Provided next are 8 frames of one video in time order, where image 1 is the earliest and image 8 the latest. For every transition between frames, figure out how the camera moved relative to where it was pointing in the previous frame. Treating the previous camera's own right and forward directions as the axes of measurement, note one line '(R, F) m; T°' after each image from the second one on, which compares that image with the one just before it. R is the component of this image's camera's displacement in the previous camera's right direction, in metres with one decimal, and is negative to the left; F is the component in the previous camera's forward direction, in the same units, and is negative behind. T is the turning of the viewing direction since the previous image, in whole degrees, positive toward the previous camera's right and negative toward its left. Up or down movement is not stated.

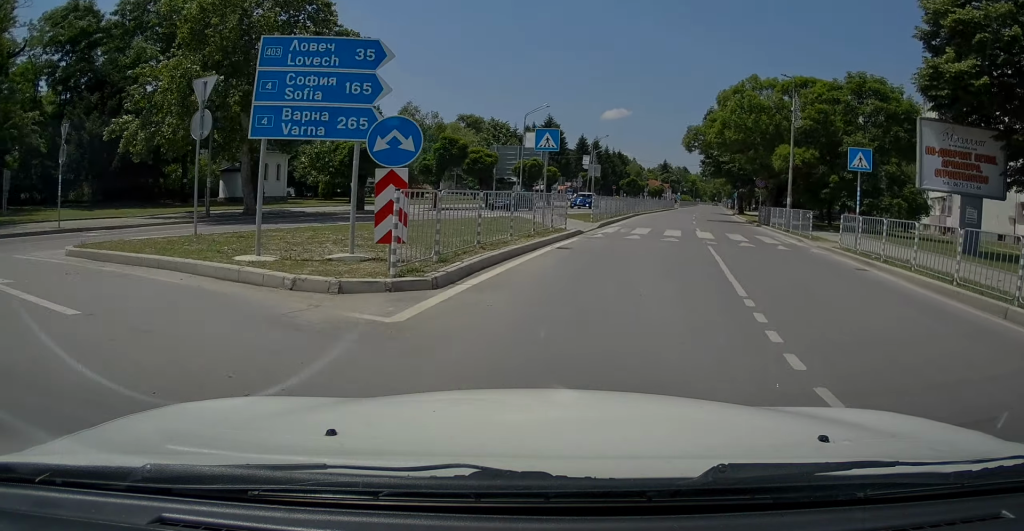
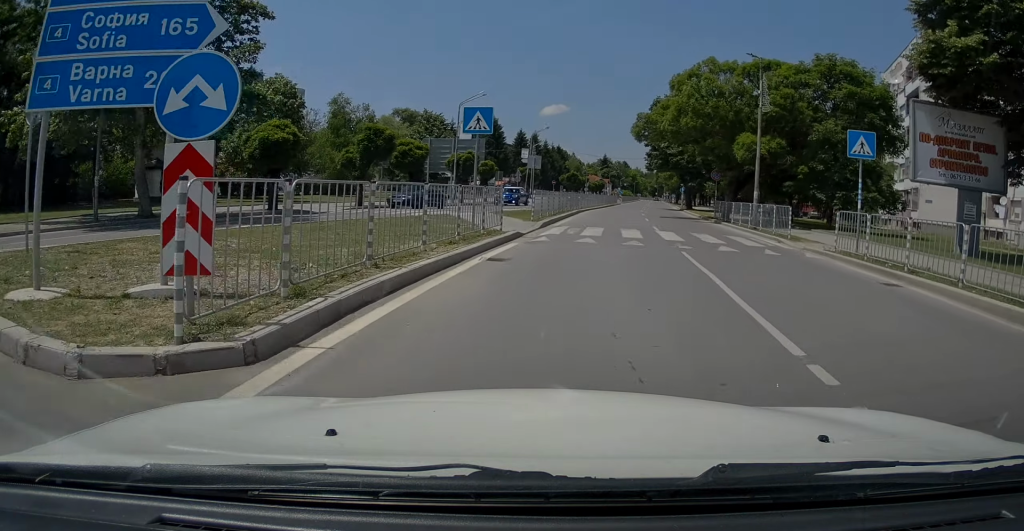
(+0.2, +3.5) m; +4°
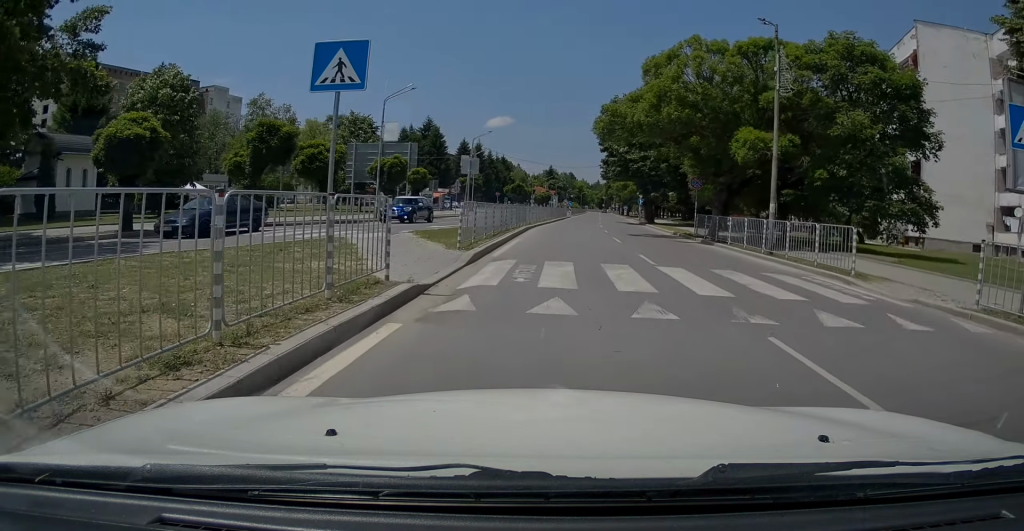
(+0.6, +7.4) m; +7°
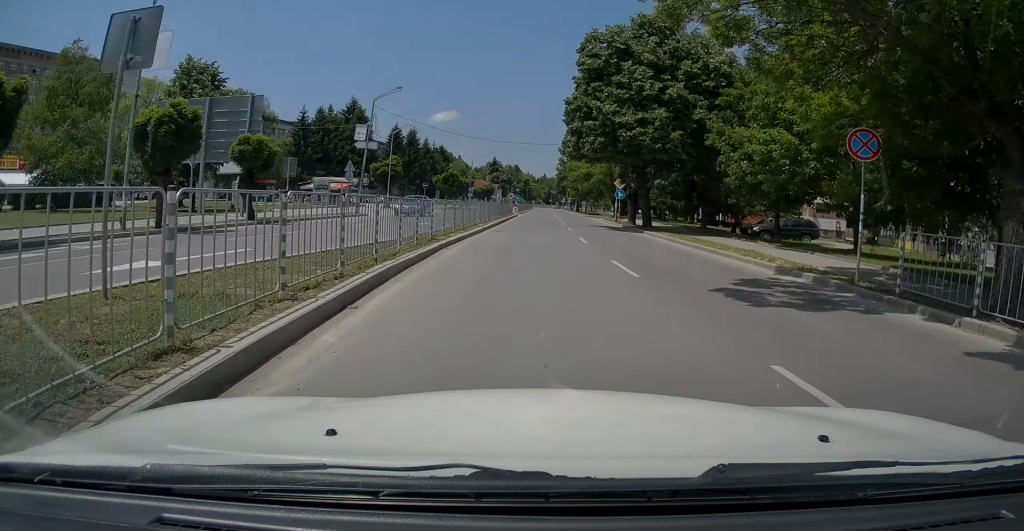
(+1.7, +20.4) m; +7°
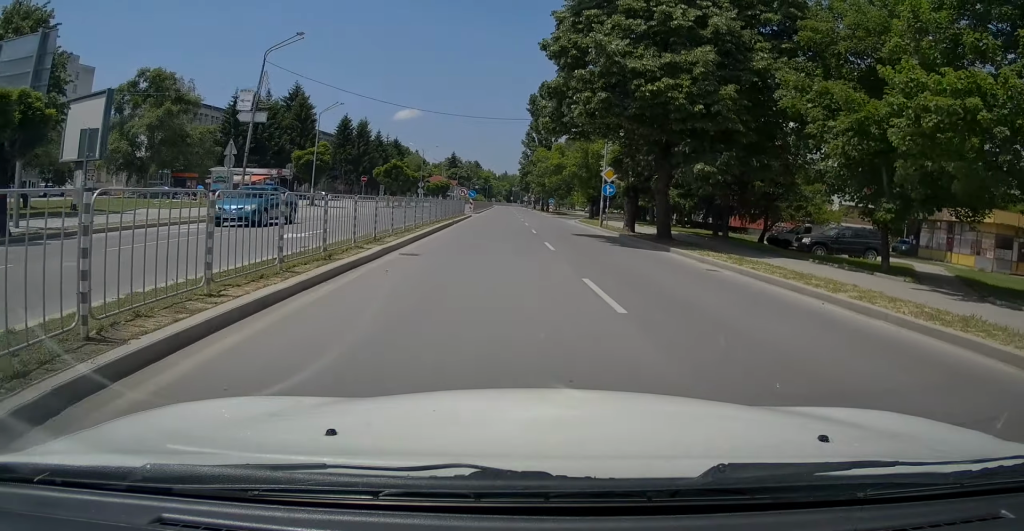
(-0.3, +12.3) m; +1°
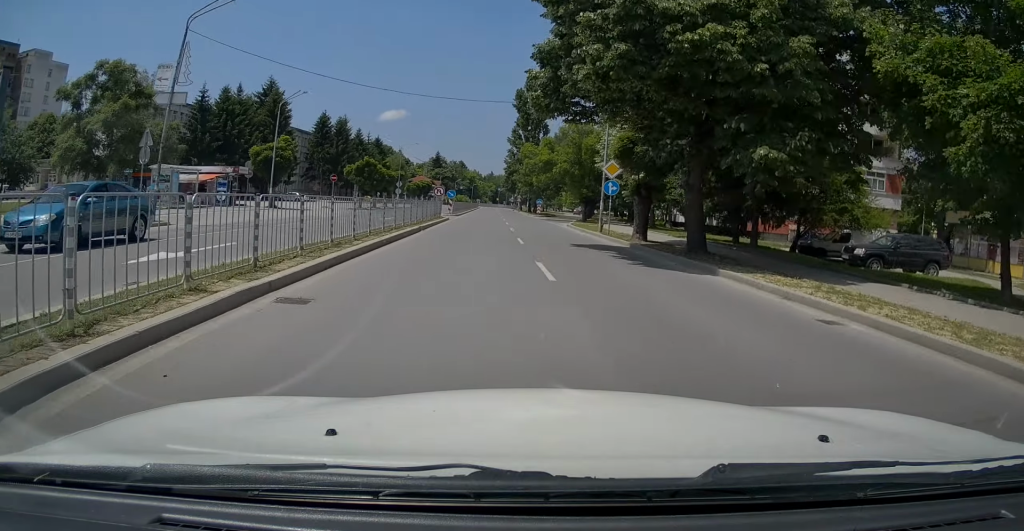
(+0.1, +5.8) m; +3°
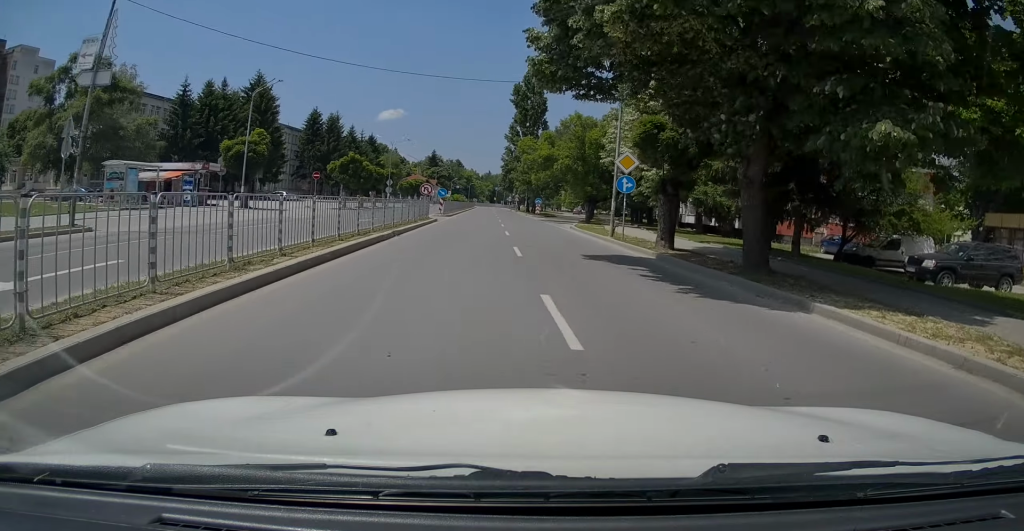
(+0.1, +4.4) m; +1°
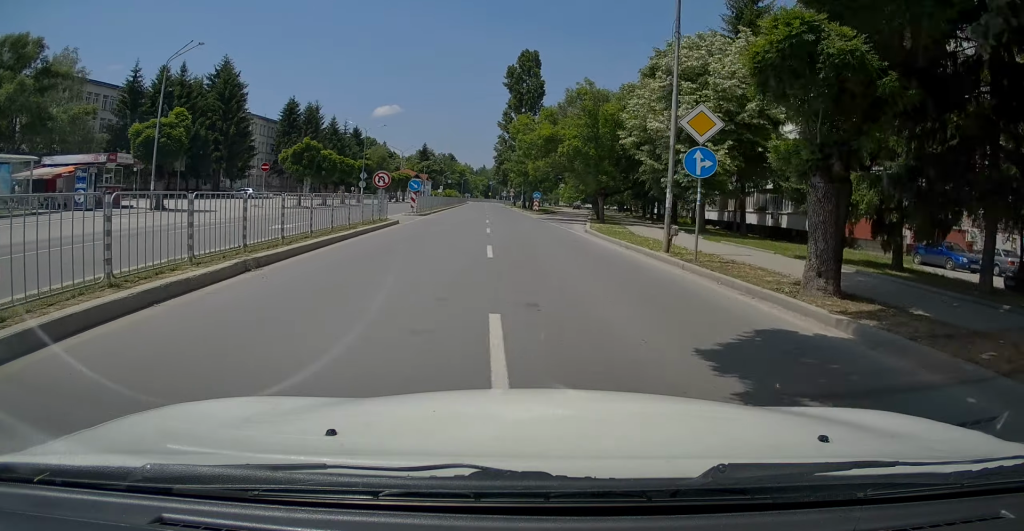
(+0.2, +10.1) m; +1°
